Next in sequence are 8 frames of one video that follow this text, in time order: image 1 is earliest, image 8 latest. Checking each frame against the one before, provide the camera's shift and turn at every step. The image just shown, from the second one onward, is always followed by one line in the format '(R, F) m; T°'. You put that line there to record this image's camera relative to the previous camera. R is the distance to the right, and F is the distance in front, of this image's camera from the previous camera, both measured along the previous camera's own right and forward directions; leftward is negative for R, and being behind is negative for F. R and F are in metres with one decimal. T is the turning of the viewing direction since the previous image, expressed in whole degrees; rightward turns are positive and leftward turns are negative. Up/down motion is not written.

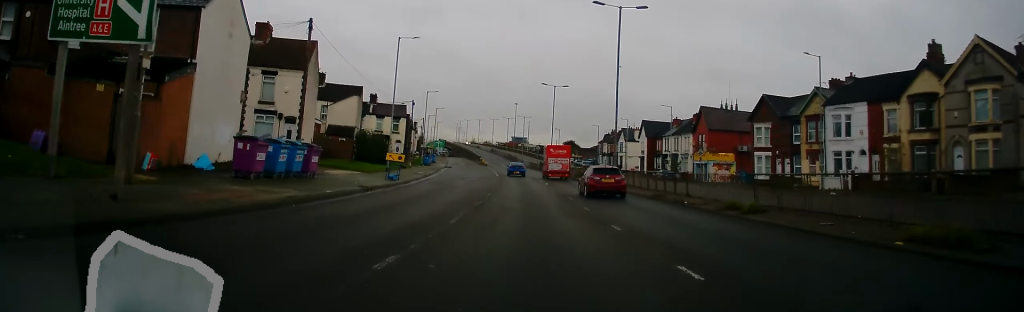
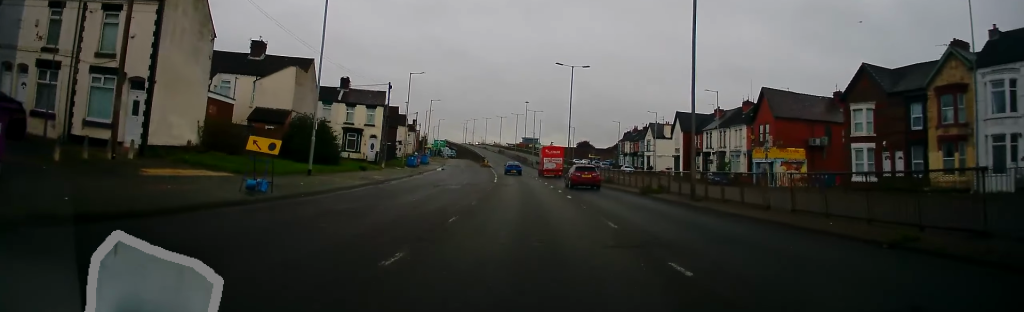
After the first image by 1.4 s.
(0.0, +17.6) m; -2°
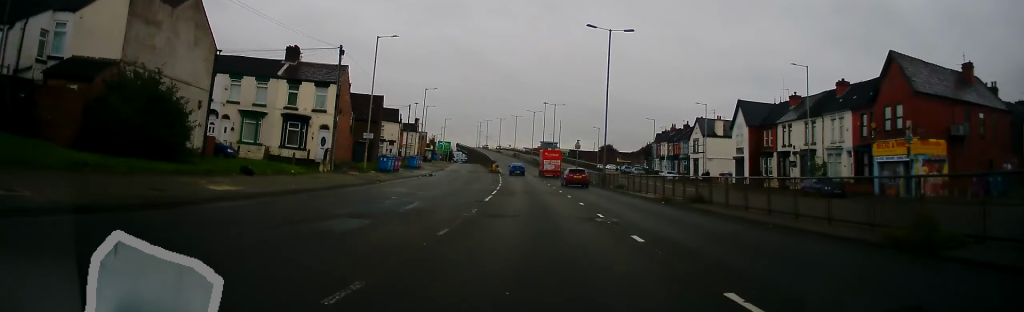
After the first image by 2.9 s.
(-0.3, +20.3) m; 0°
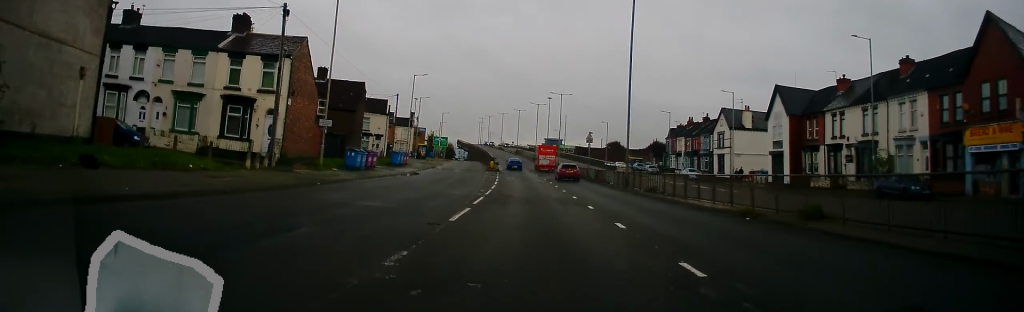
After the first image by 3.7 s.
(+0.1, +10.0) m; -1°
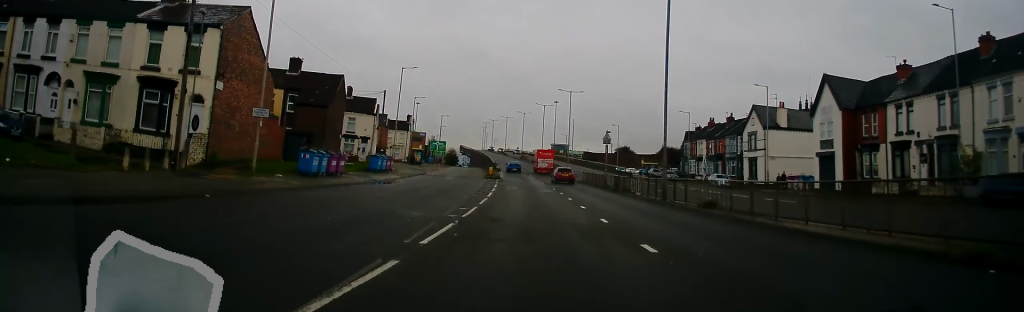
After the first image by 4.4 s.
(-0.3, +9.2) m; -2°
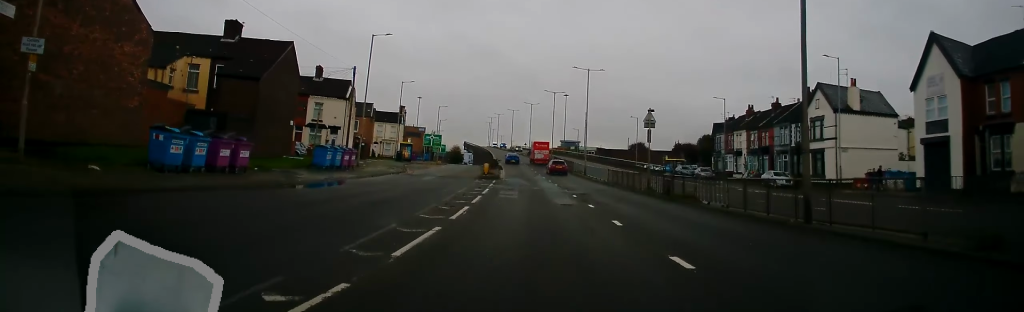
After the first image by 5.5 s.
(0.0, +14.1) m; 0°
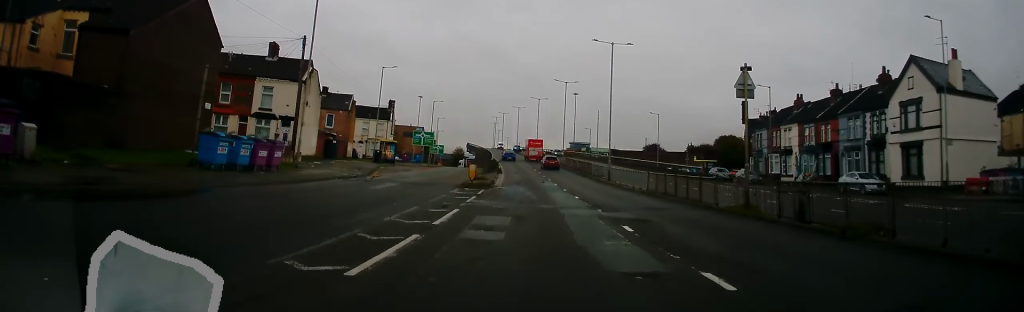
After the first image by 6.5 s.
(0.0, +13.4) m; 0°
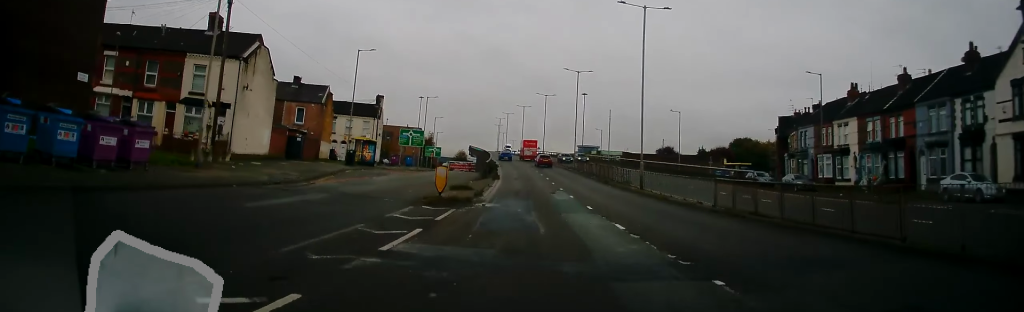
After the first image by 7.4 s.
(0.0, +11.0) m; -2°
